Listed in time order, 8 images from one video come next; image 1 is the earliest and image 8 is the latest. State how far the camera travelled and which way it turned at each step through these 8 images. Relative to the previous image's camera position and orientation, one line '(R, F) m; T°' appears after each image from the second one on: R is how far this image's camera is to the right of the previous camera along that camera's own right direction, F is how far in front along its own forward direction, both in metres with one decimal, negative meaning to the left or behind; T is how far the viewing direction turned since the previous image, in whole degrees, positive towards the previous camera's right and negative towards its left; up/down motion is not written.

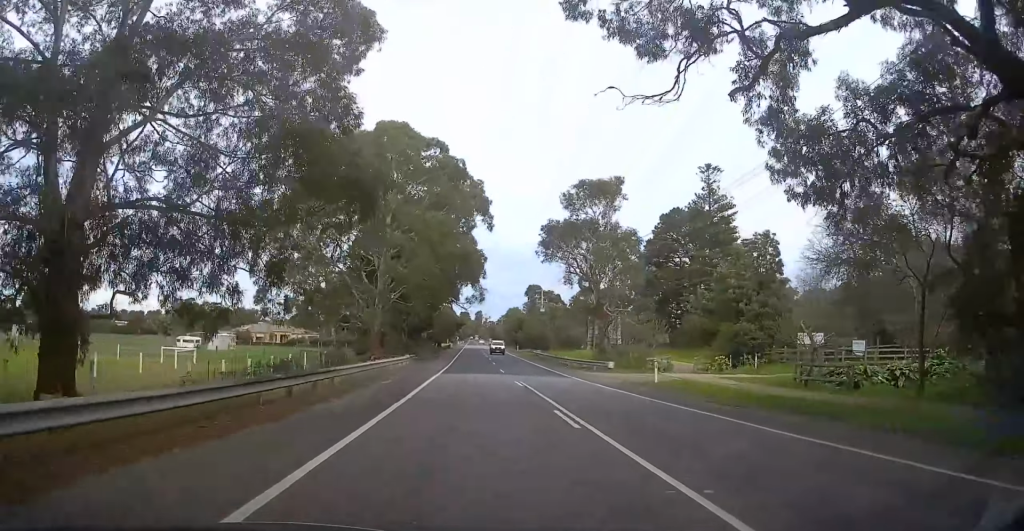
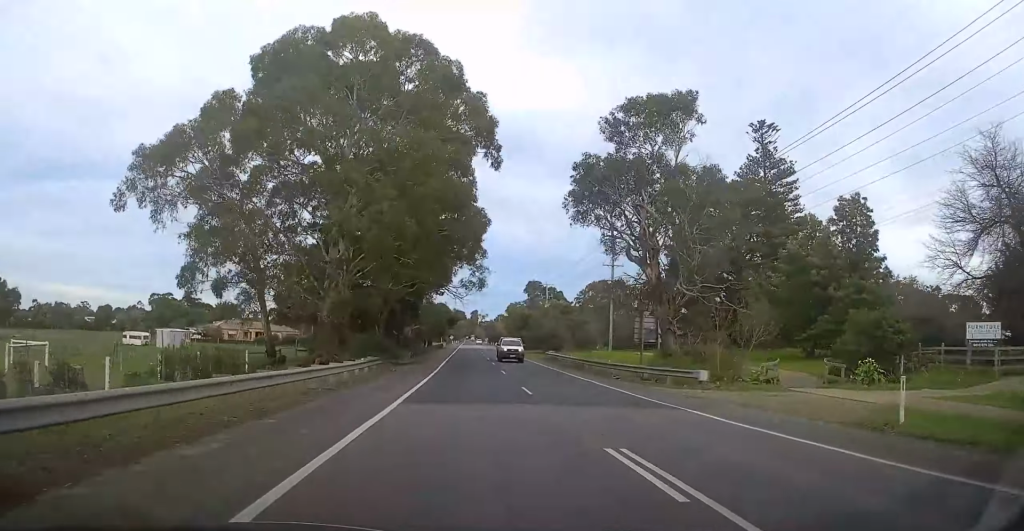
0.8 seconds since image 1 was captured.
(0.0, +16.8) m; 0°
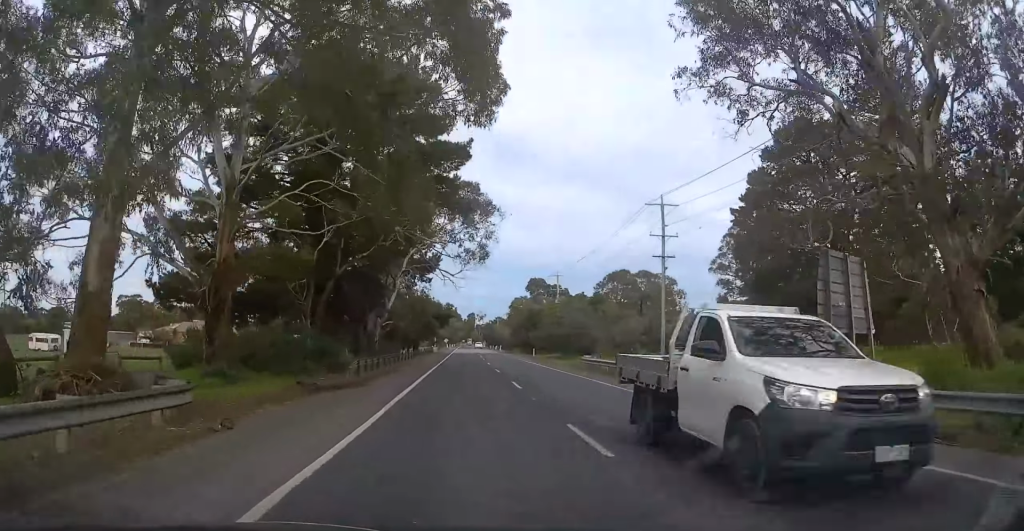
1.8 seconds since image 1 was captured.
(+0.1, +22.0) m; +1°
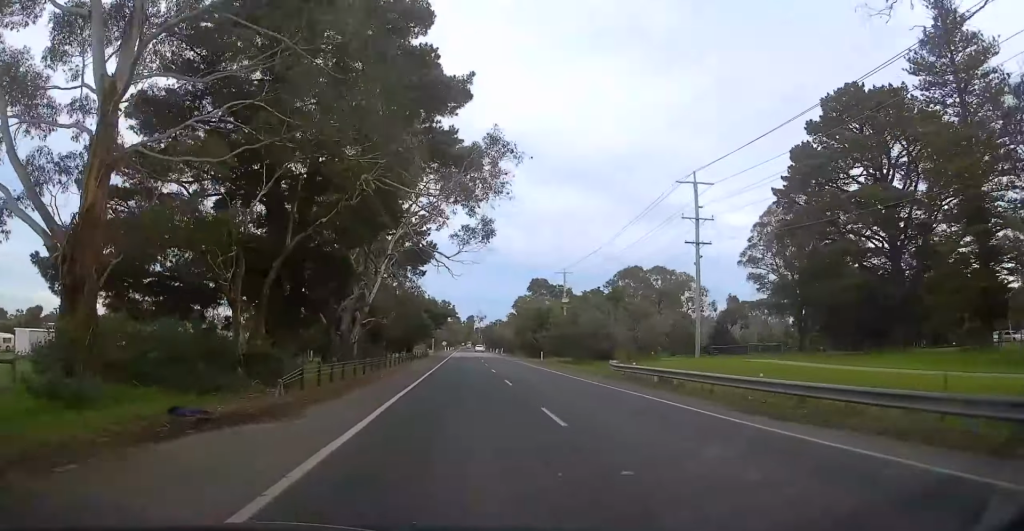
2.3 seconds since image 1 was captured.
(-0.2, +9.5) m; +1°
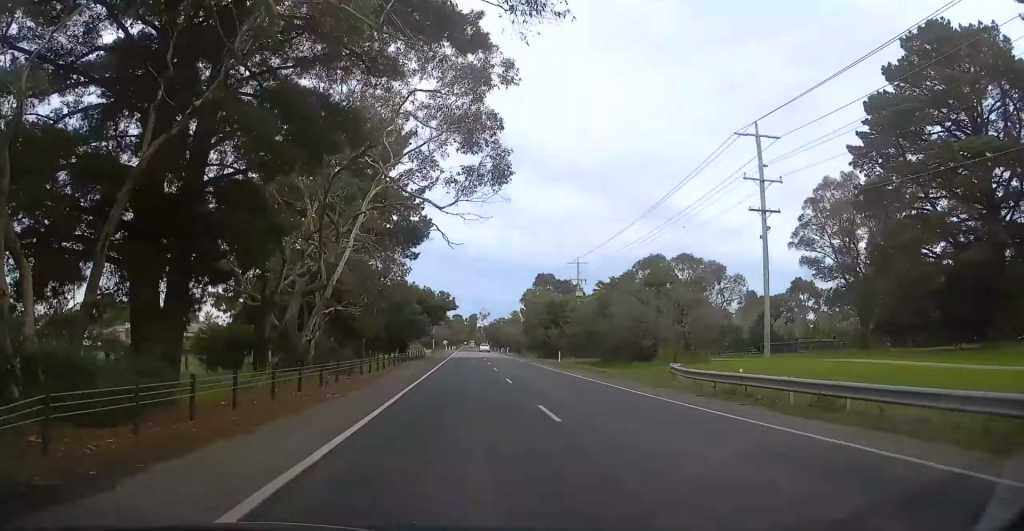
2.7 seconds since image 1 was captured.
(+0.3, +10.7) m; 0°
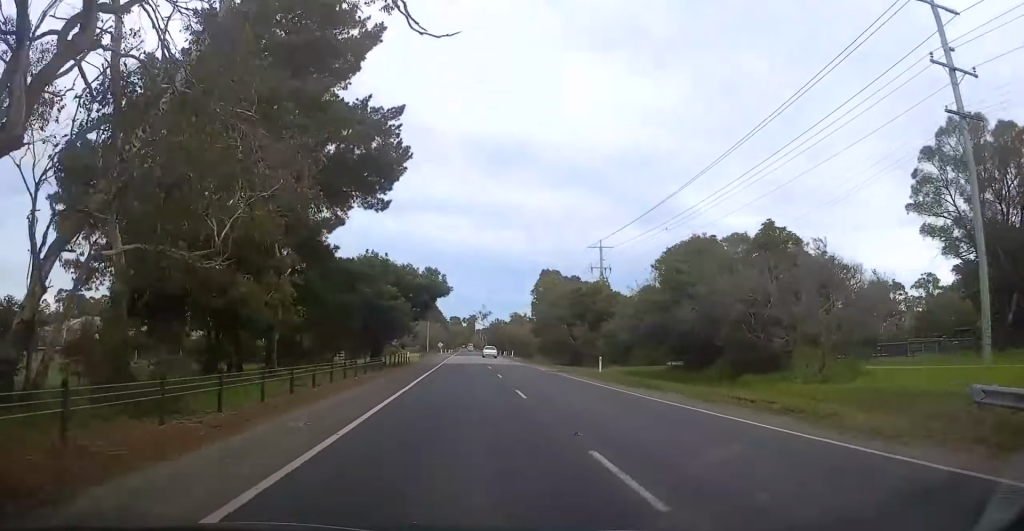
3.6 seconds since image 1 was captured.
(+0.3, +18.5) m; 0°
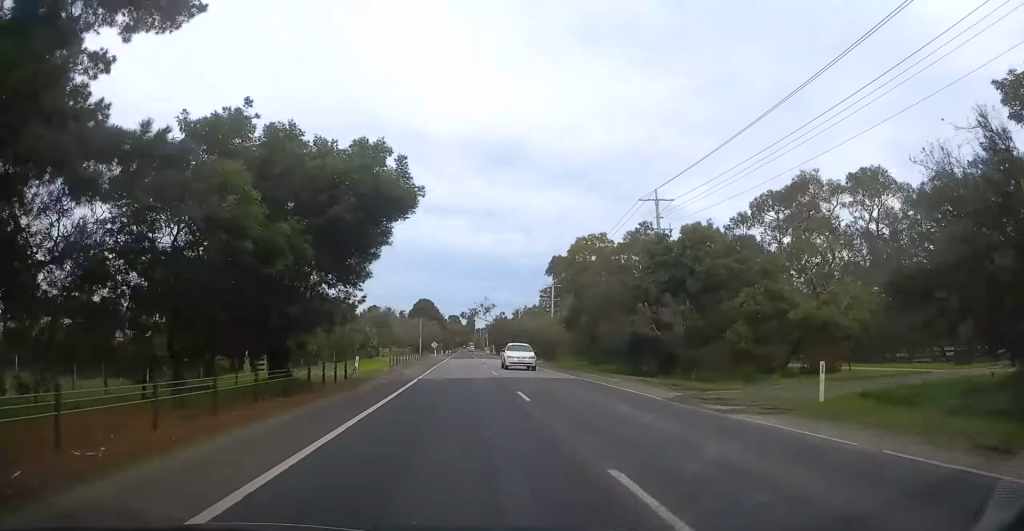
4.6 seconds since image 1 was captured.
(-0.5, +24.6) m; -1°
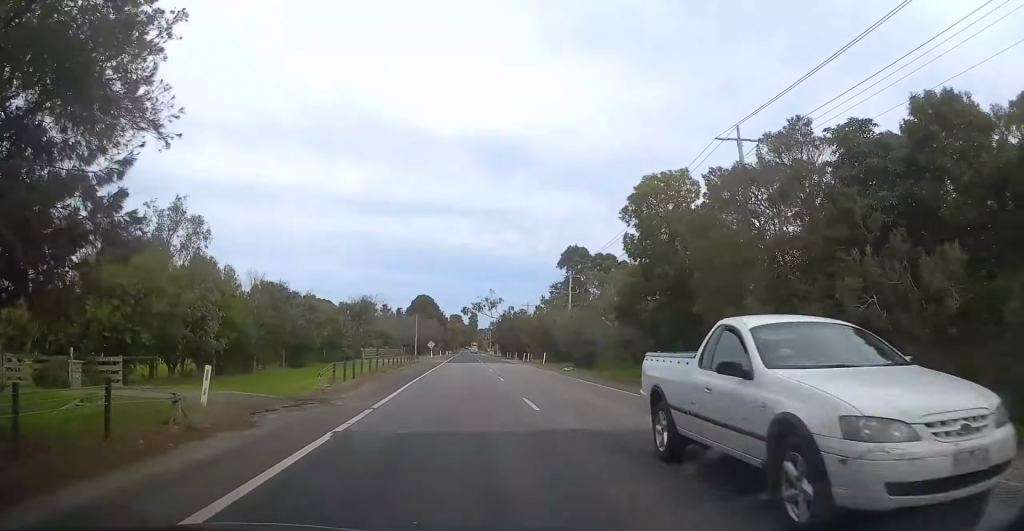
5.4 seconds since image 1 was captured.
(0.0, +18.2) m; 0°
